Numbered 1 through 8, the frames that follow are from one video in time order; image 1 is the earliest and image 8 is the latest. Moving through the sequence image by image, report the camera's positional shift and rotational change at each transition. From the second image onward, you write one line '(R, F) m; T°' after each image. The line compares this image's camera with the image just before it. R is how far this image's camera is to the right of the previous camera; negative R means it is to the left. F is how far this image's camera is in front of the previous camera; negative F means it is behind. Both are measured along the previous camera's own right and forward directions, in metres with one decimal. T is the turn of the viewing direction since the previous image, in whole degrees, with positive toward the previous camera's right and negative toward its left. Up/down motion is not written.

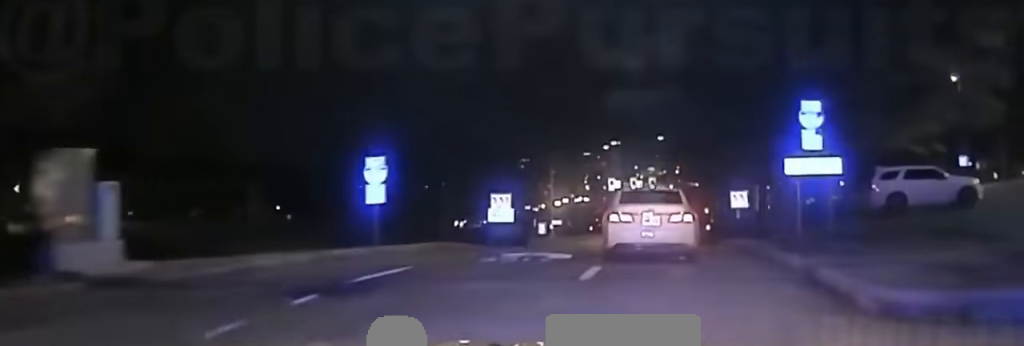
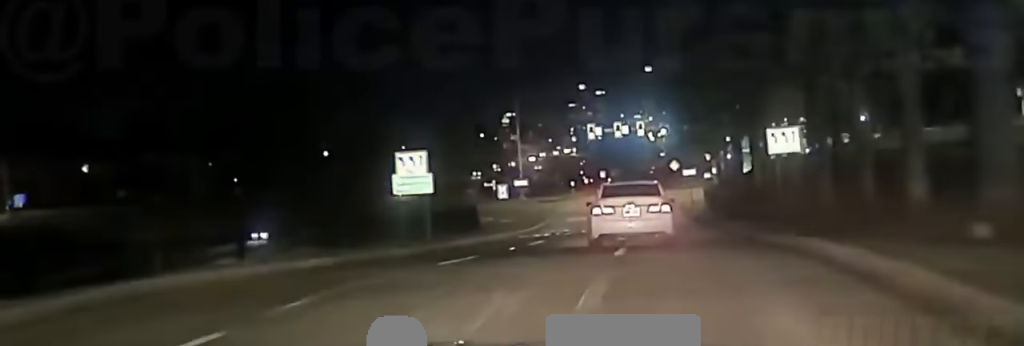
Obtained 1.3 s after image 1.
(+1.1, +17.0) m; +6°
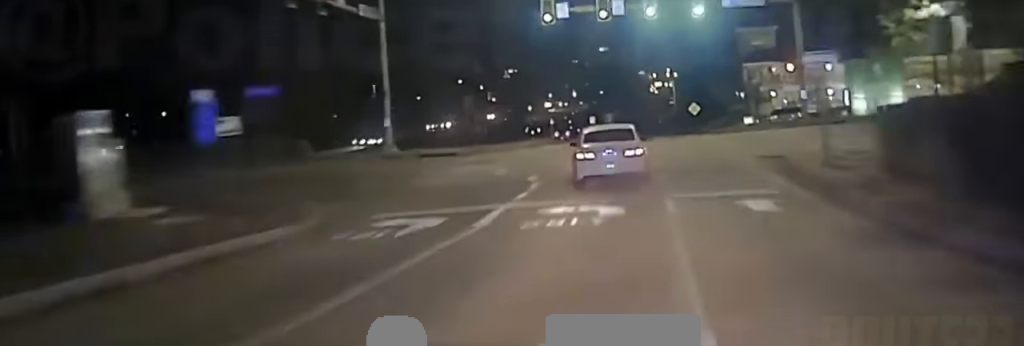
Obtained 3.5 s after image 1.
(+2.3, +42.8) m; +3°
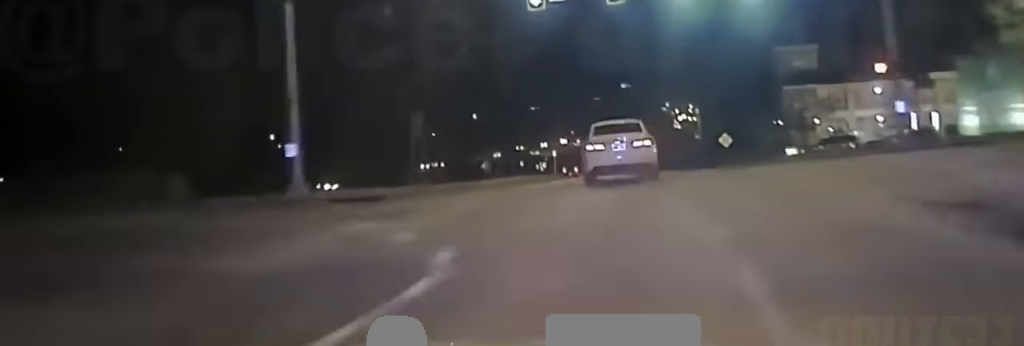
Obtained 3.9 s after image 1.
(+0.1, +10.5) m; -1°
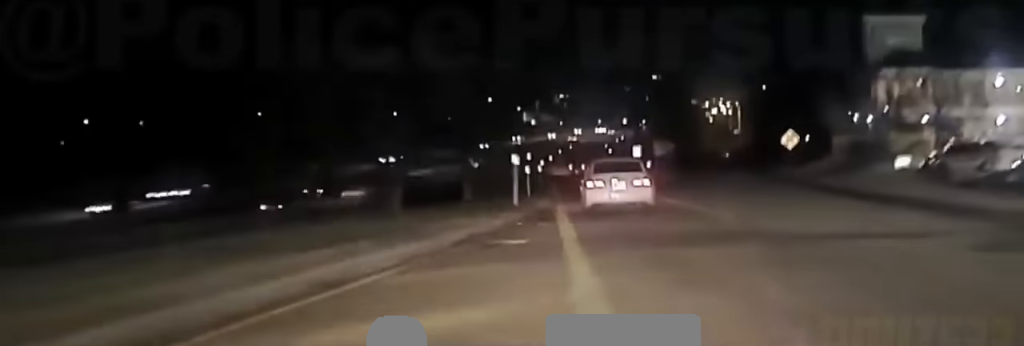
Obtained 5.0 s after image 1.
(-0.5, +22.8) m; -2°
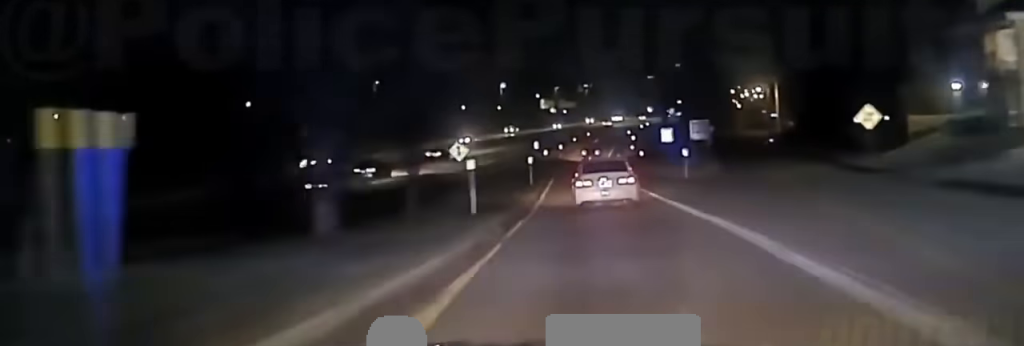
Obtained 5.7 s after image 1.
(-0.3, +19.4) m; -1°
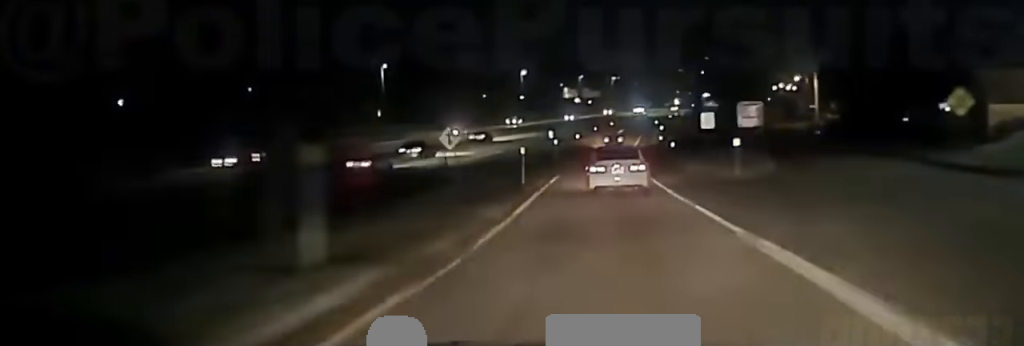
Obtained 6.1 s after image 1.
(-0.1, +14.0) m; -1°
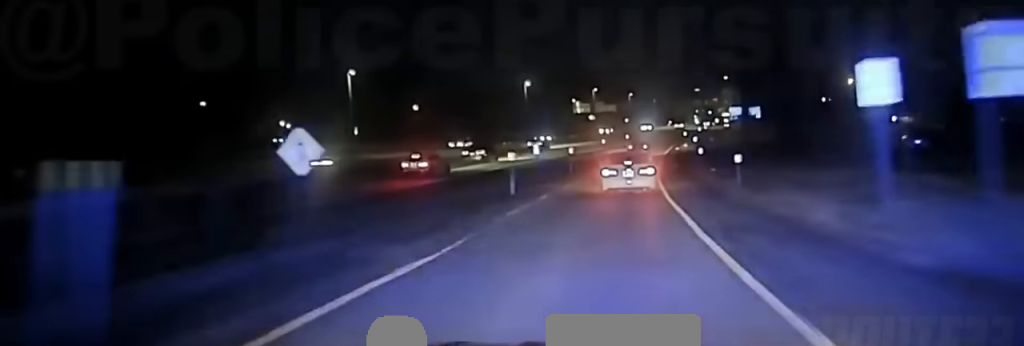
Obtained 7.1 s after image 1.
(0.0, +32.1) m; -2°
